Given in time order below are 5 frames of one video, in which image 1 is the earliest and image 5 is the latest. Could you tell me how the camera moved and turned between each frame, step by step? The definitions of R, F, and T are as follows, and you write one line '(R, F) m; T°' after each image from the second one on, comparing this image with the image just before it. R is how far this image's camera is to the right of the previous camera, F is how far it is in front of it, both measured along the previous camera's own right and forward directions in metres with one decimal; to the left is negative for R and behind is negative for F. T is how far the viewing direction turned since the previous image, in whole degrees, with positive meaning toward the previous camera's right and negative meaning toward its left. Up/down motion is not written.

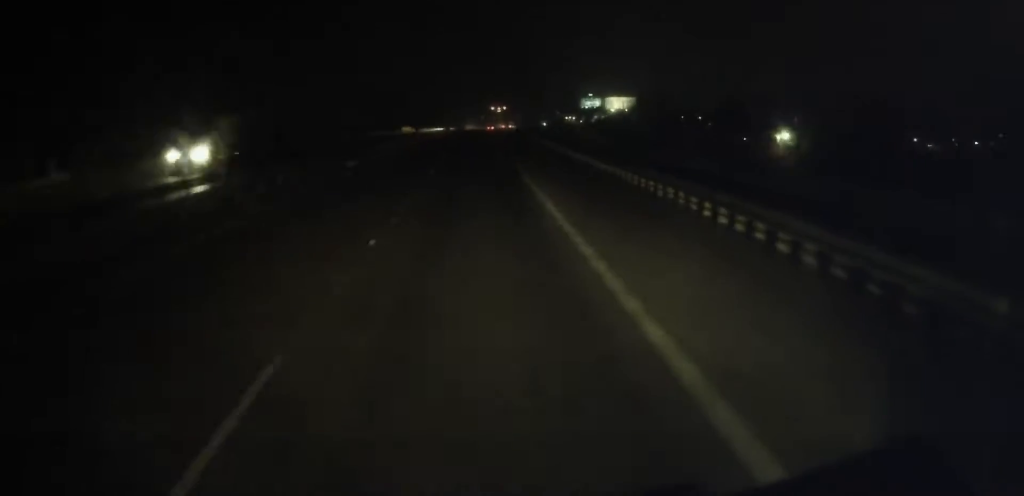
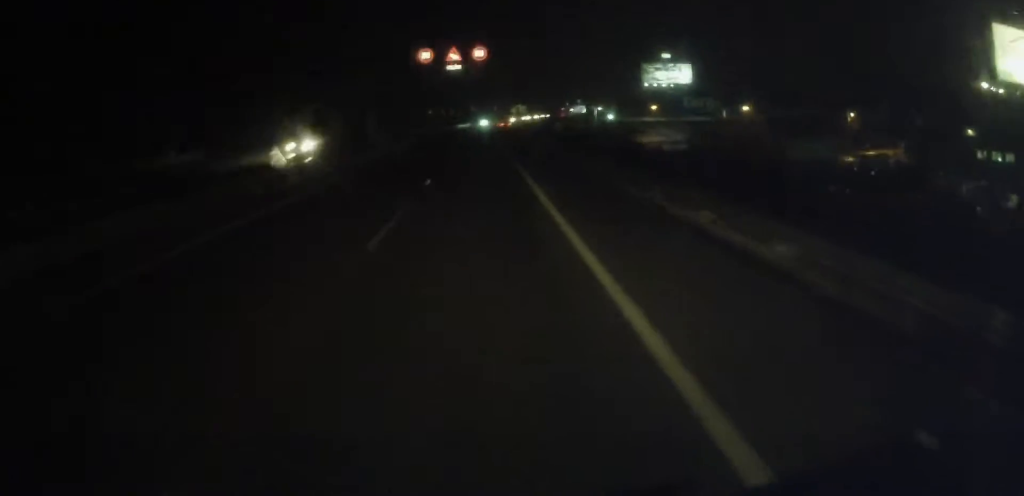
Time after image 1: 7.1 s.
(+5.6, +166.7) m; +4°
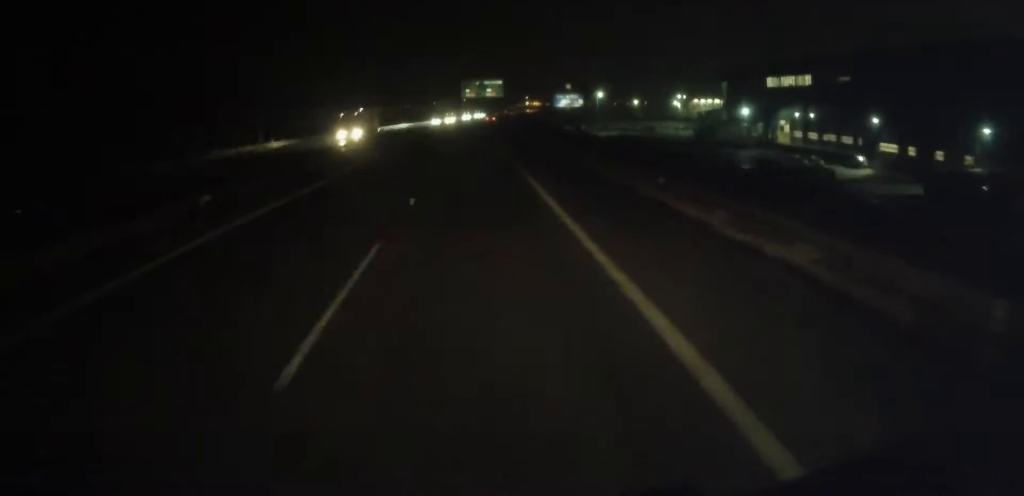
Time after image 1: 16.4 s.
(+10.4, +220.2) m; +5°
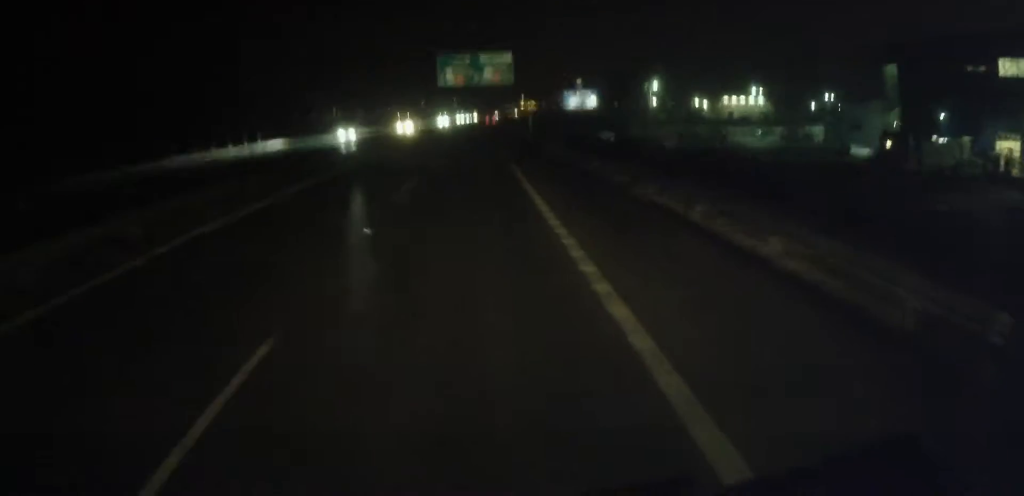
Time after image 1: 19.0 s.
(+0.5, +59.4) m; +1°
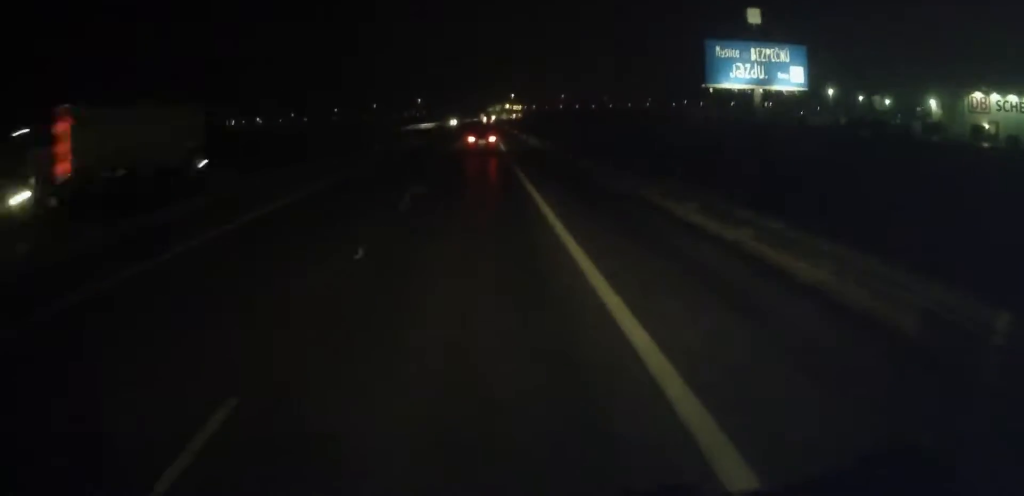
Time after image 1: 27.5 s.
(+4.8, +199.1) m; +2°
